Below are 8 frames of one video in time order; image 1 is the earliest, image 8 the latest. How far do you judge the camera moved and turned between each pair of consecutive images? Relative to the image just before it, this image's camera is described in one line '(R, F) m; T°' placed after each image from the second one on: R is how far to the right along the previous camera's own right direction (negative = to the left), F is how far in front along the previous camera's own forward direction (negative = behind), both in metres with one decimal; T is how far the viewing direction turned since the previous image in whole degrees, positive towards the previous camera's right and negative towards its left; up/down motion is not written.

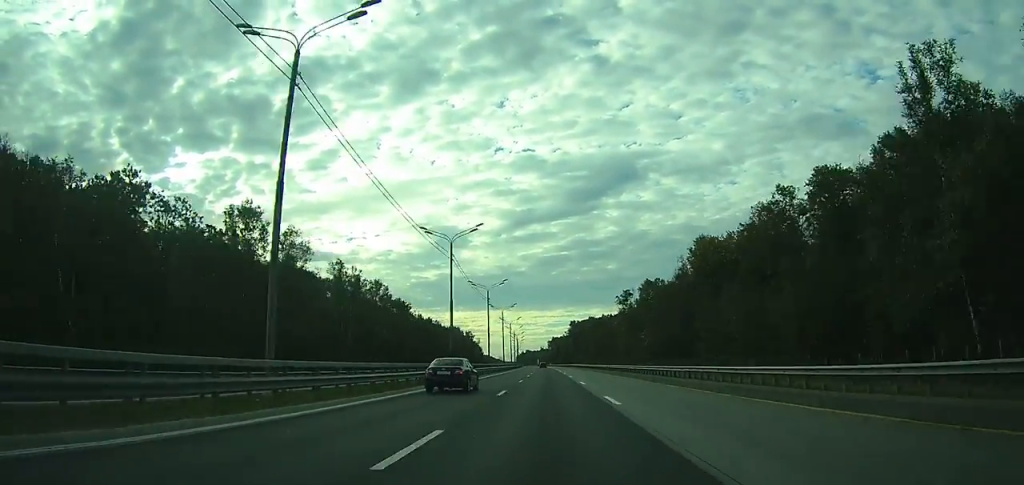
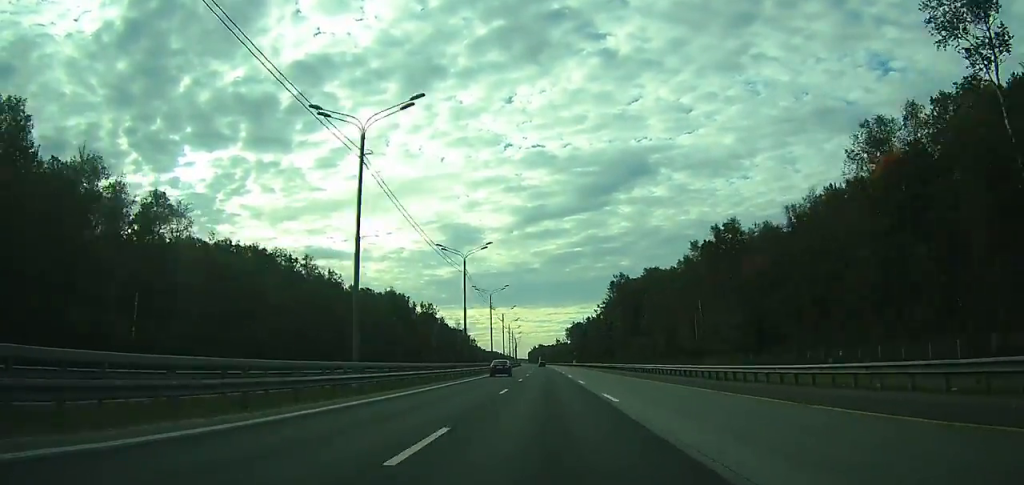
(-2.3, +175.7) m; -2°
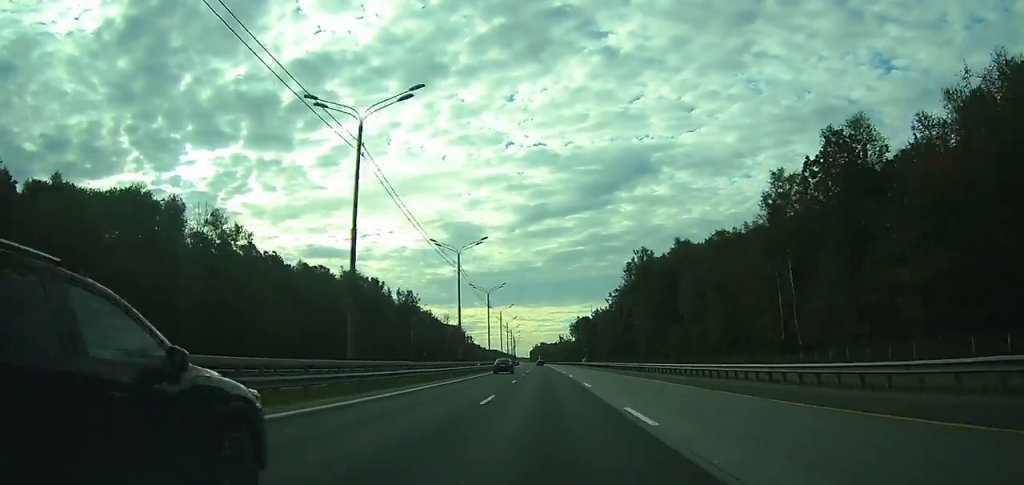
(-0.2, +36.4) m; 0°
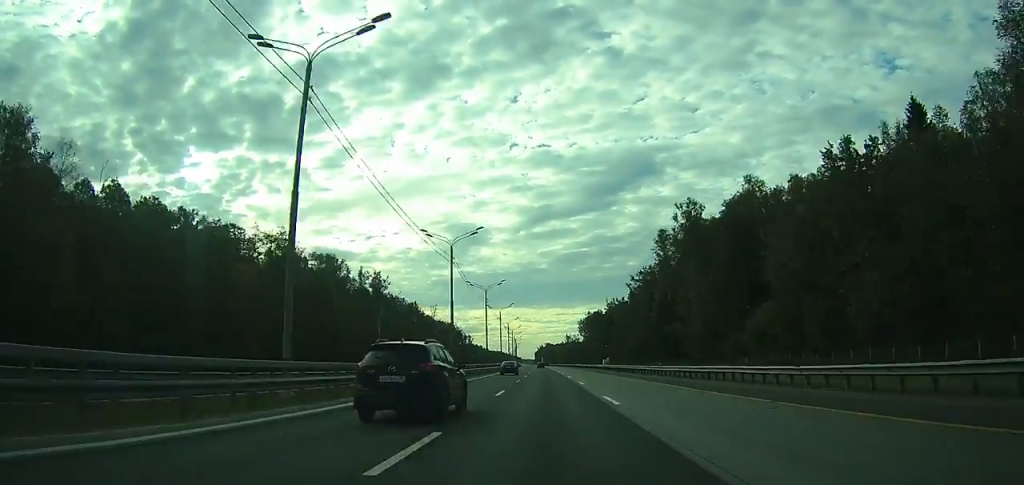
(-0.1, +41.3) m; 0°
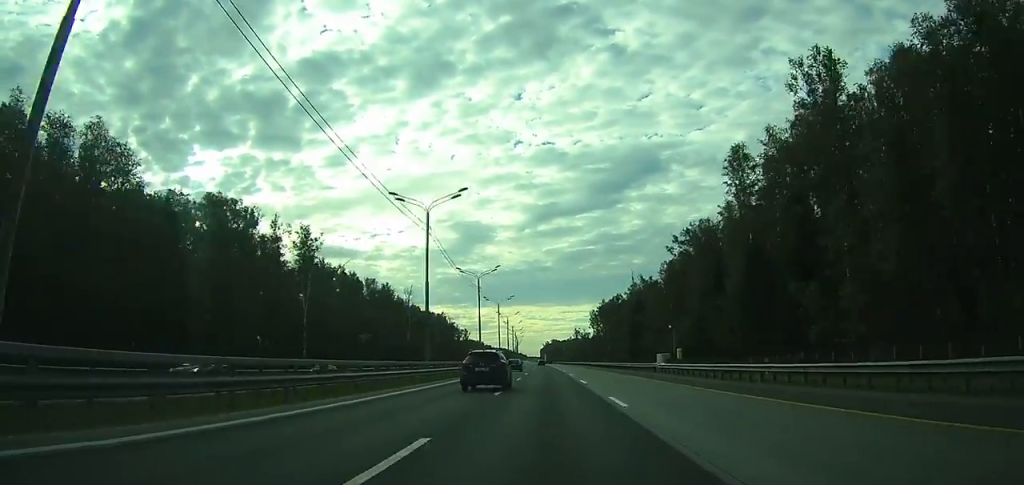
(-0.1, +50.7) m; -1°
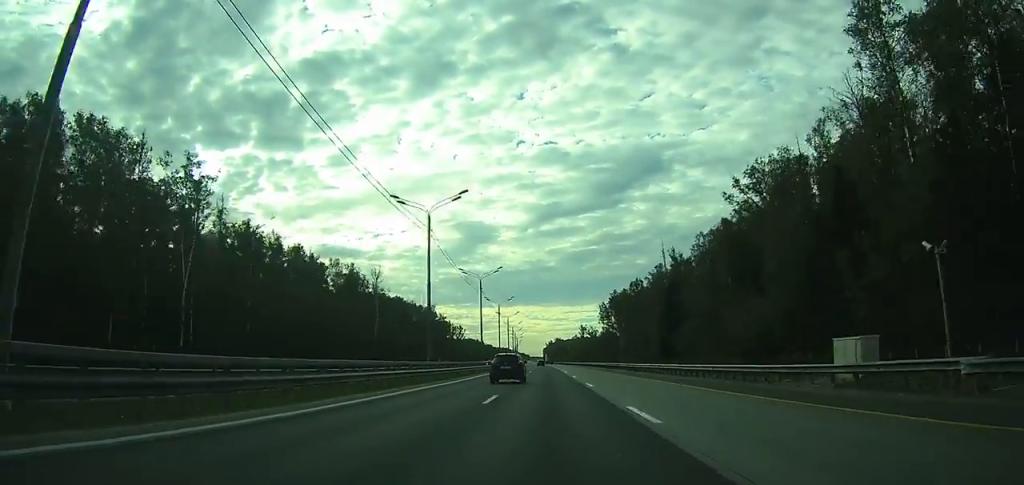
(-0.3, +37.5) m; 0°
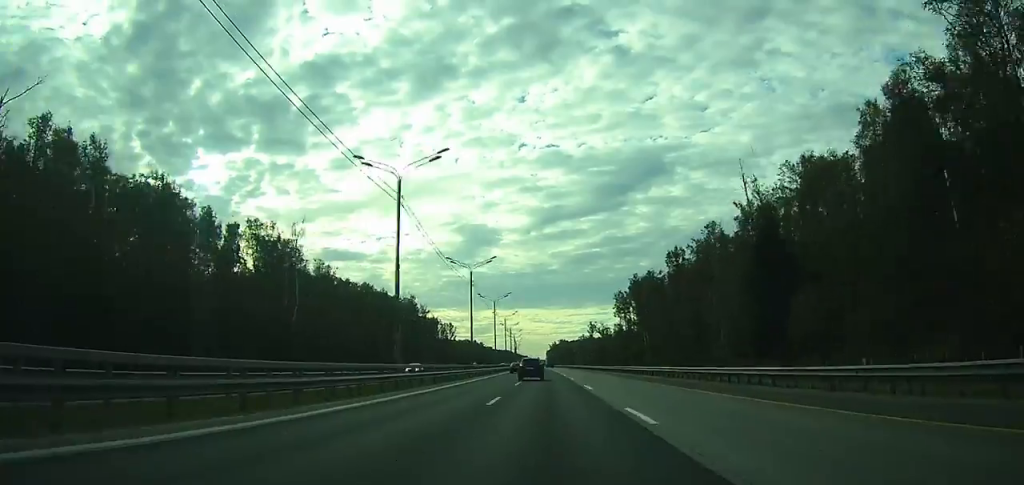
(-0.2, +48.0) m; -1°
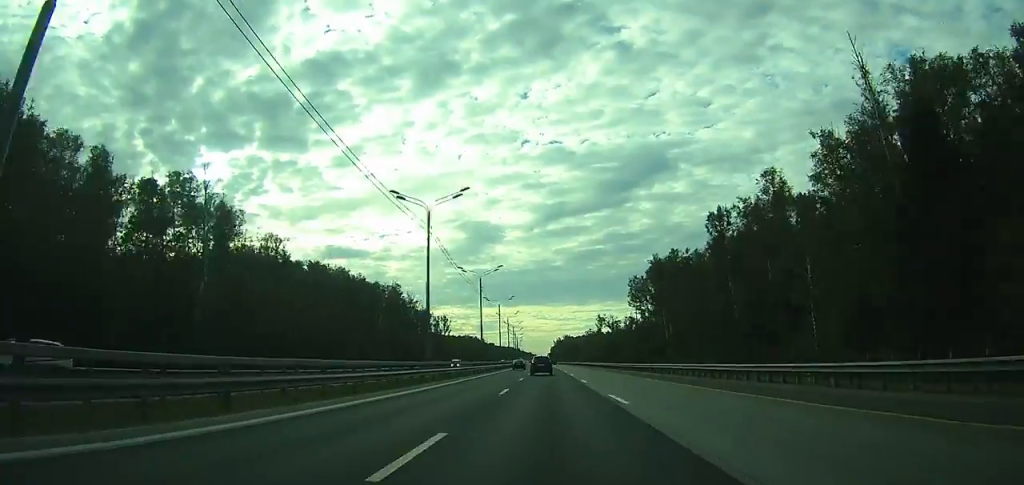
(-0.1, +27.7) m; 0°
